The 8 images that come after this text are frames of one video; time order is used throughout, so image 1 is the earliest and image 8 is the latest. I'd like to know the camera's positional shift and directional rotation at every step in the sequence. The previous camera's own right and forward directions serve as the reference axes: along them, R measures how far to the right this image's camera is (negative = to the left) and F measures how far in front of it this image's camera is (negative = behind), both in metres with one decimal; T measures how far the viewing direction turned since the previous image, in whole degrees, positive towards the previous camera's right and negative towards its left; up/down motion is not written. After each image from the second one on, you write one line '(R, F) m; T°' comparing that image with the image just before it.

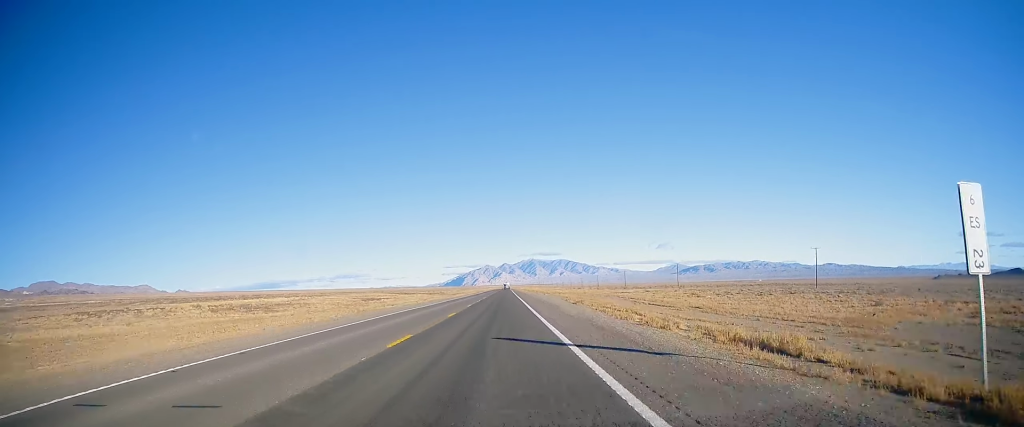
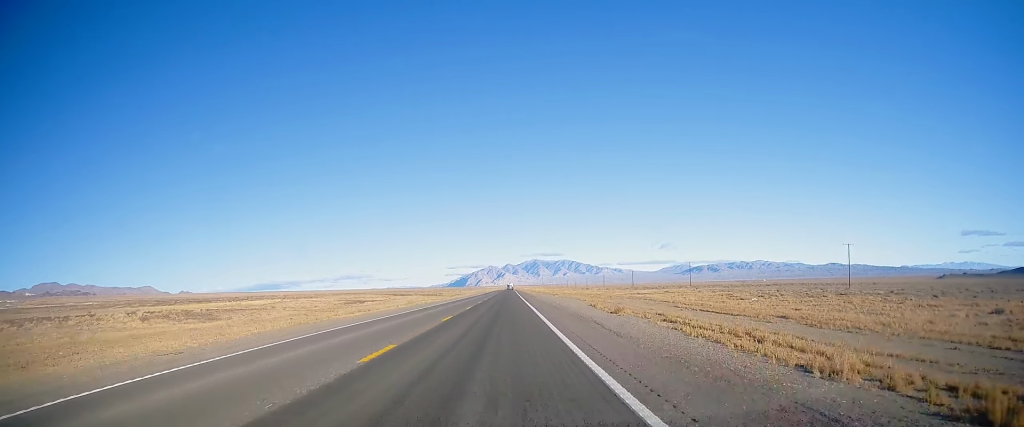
(+0.3, +14.5) m; 0°
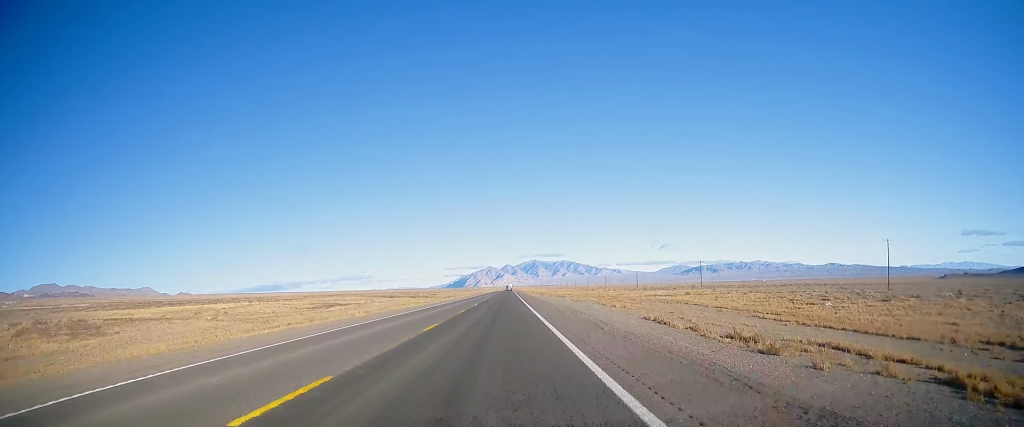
(-0.2, +16.4) m; -1°
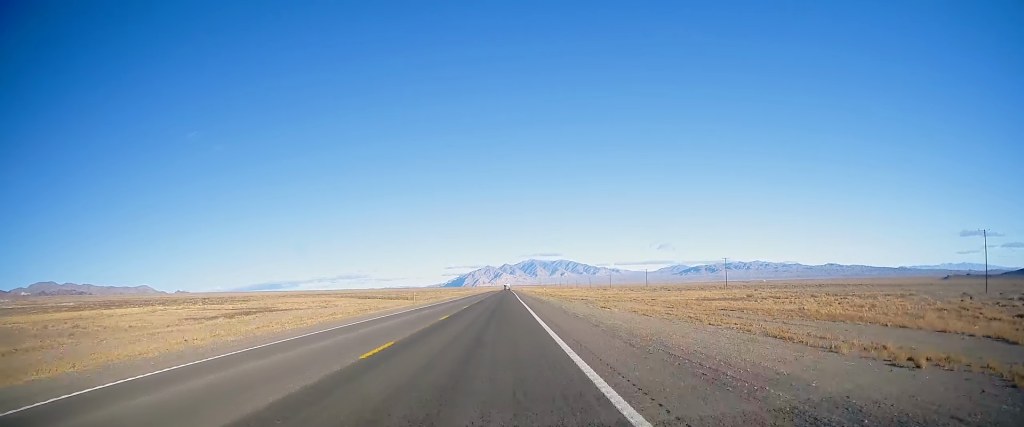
(-0.5, +30.7) m; -1°
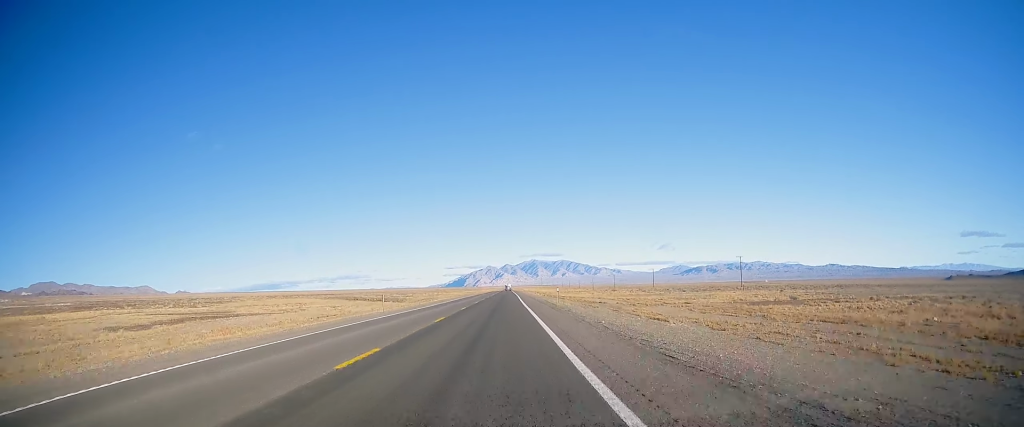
(-0.2, +13.4) m; 0°
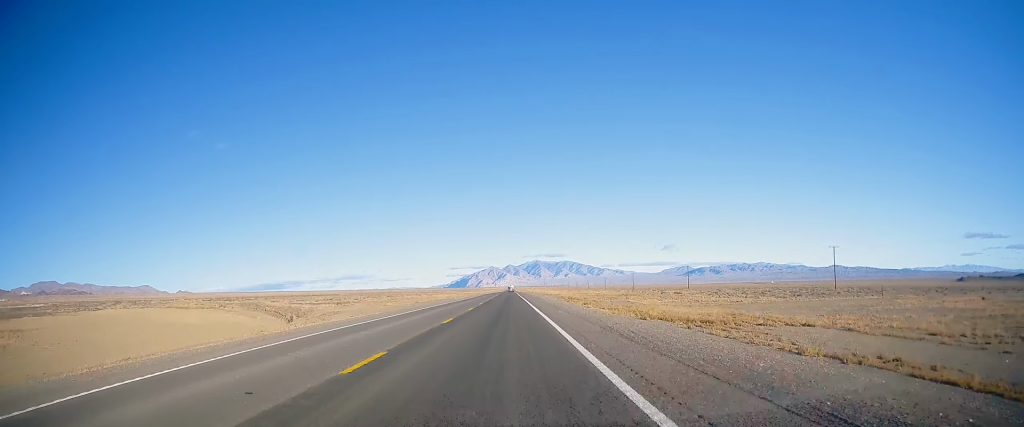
(+1.1, +60.8) m; +1°
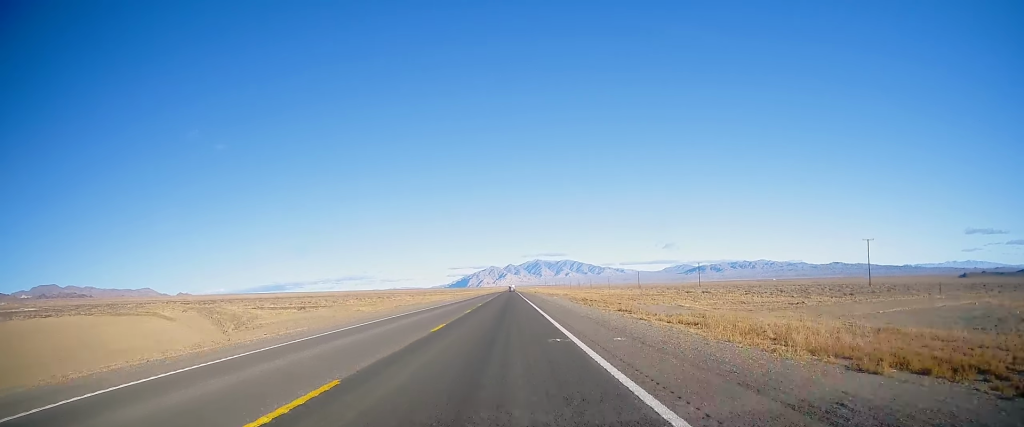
(0.0, +15.4) m; 0°
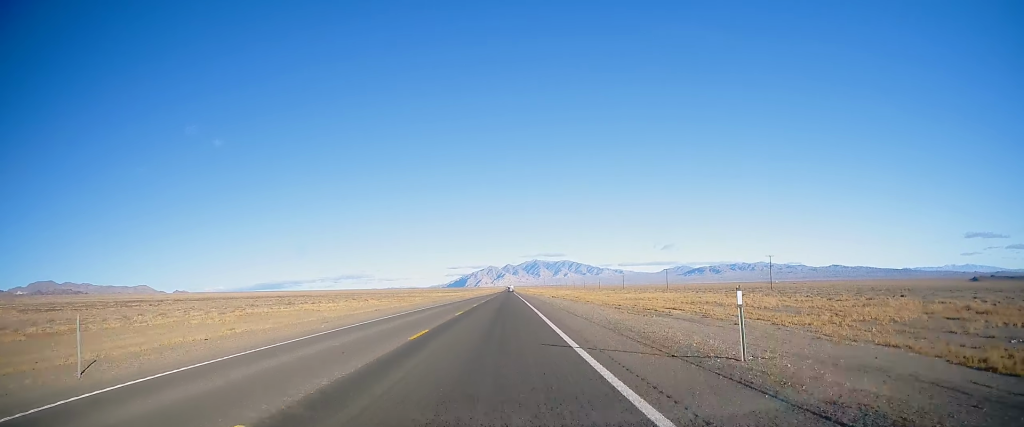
(-0.7, +75.3) m; -1°
